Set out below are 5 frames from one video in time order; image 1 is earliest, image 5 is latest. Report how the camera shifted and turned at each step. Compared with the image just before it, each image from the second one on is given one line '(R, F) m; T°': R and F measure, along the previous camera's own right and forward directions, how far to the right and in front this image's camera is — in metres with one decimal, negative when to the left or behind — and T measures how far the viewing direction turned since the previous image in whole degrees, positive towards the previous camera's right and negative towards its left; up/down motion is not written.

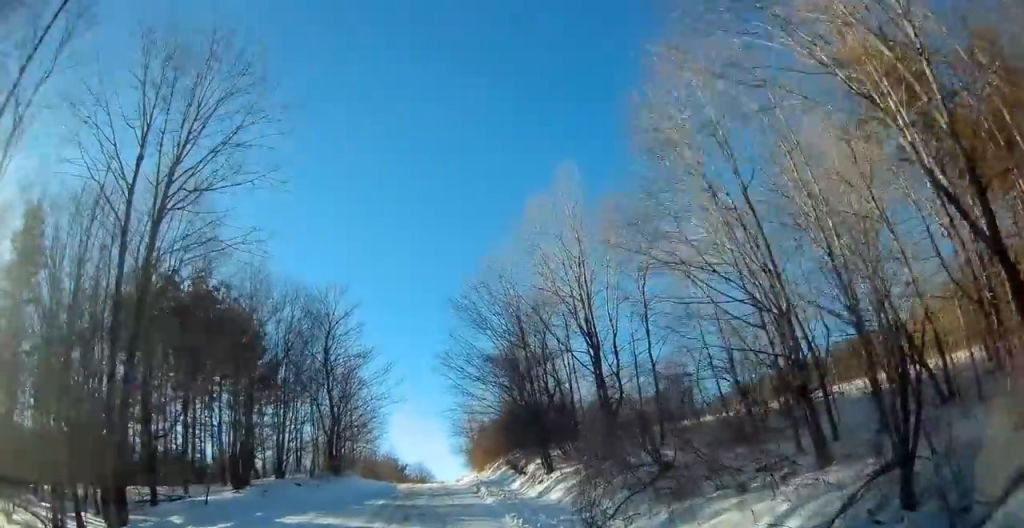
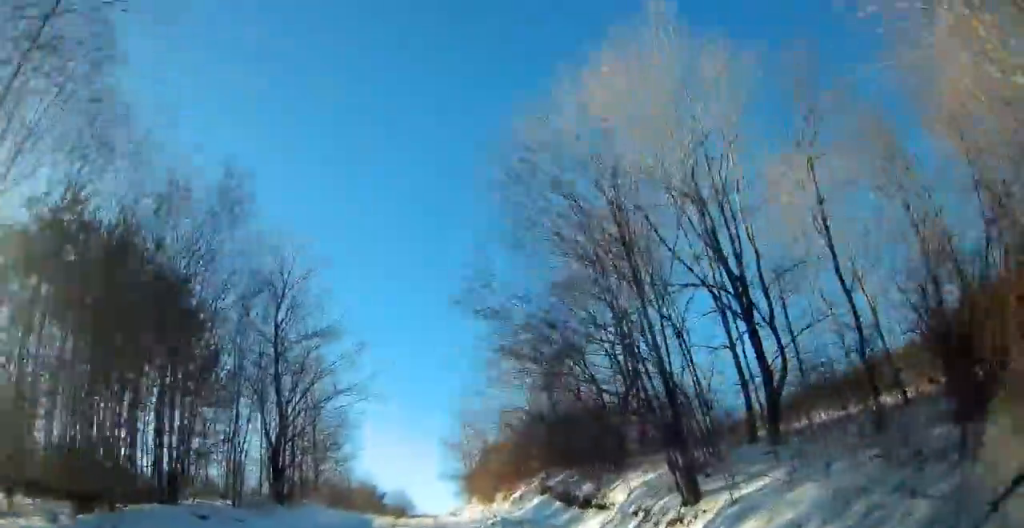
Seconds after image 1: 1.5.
(0.0, +13.1) m; 0°
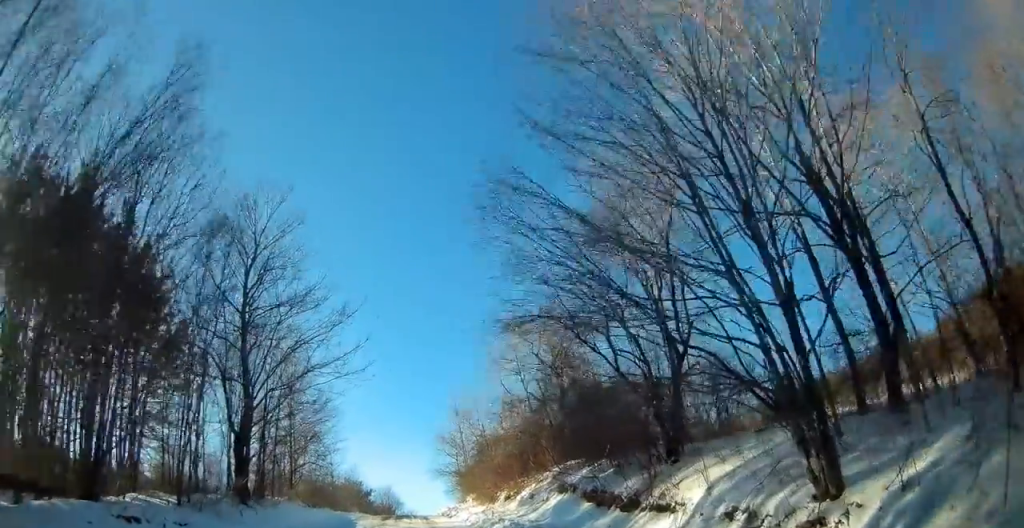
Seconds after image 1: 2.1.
(0.0, +4.6) m; 0°
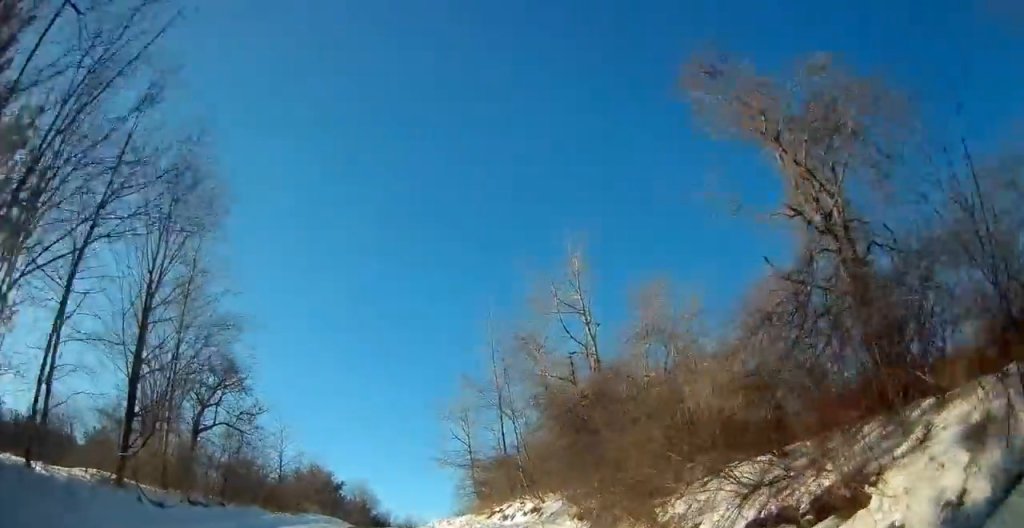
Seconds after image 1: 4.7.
(+0.1, +20.1) m; +1°
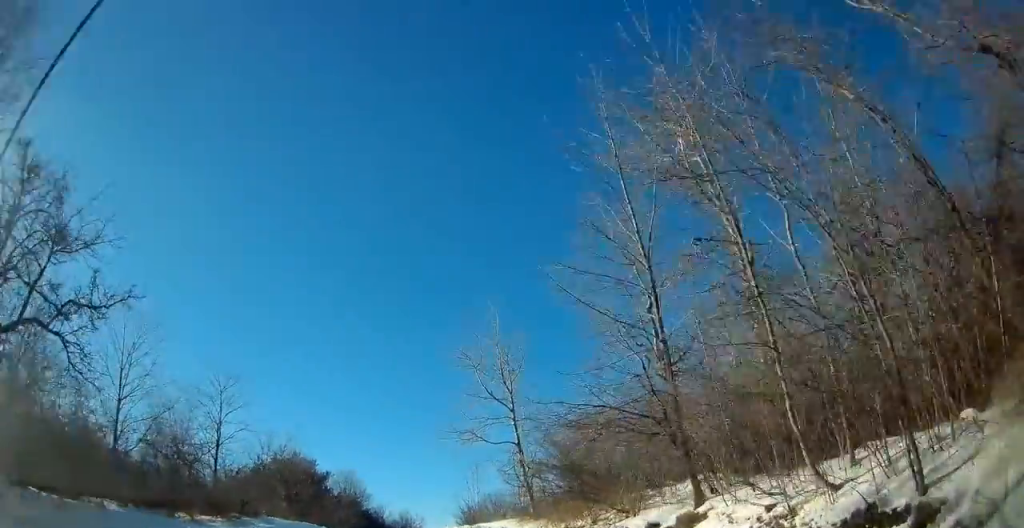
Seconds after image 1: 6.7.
(+0.6, +15.1) m; +1°
